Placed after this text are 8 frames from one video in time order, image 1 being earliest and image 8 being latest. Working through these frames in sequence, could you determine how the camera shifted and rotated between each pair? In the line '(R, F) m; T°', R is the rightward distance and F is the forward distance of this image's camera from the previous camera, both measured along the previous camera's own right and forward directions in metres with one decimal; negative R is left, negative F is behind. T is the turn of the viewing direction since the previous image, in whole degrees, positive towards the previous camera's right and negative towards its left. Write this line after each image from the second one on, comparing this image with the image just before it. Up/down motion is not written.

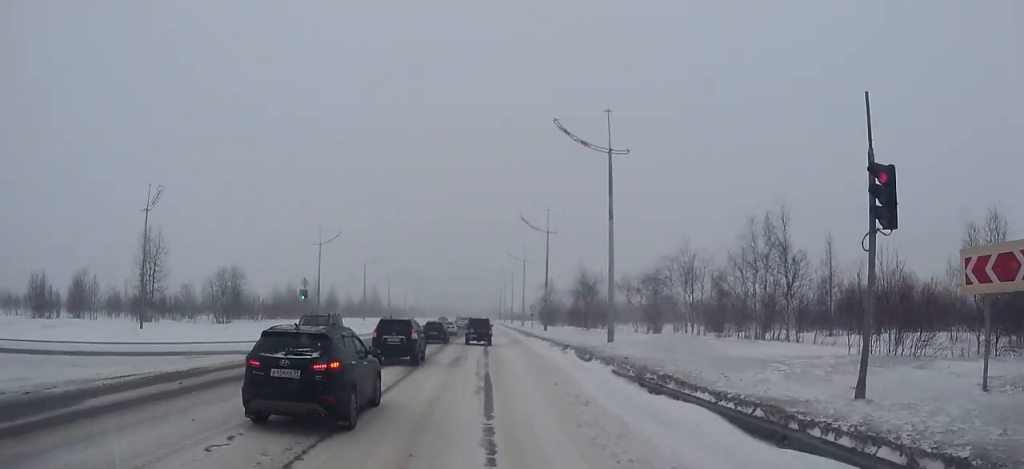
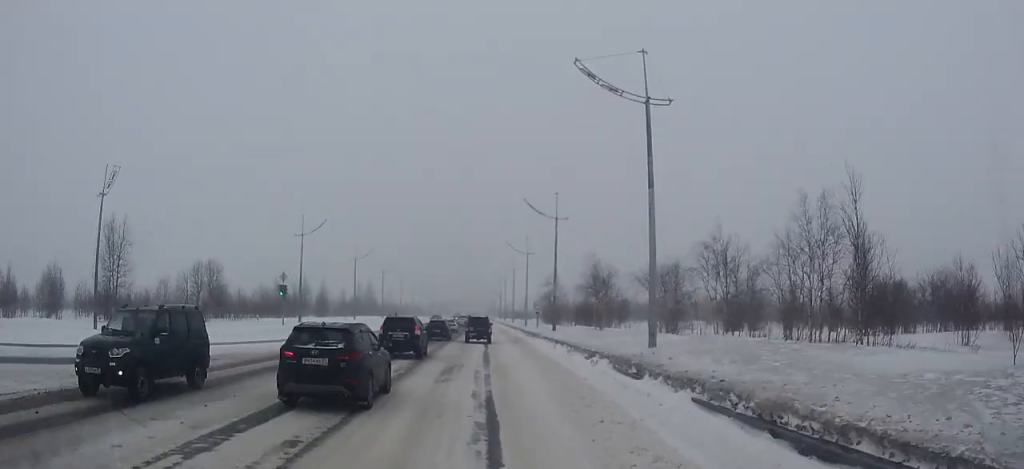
(0.0, +6.3) m; 0°
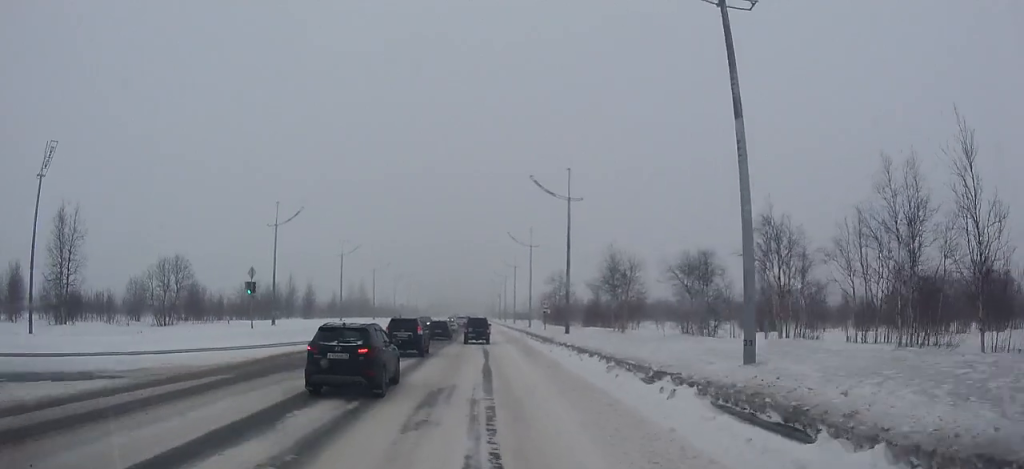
(0.0, +7.2) m; 0°
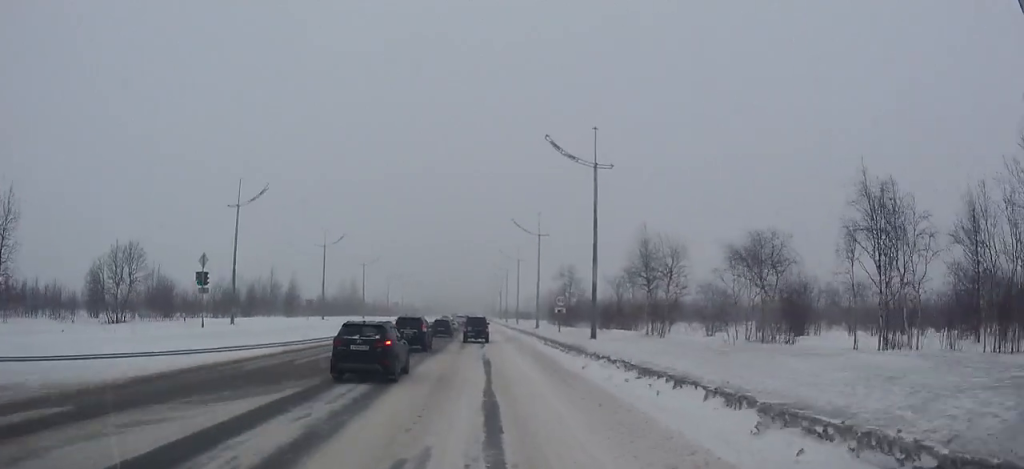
(0.0, +8.7) m; 0°
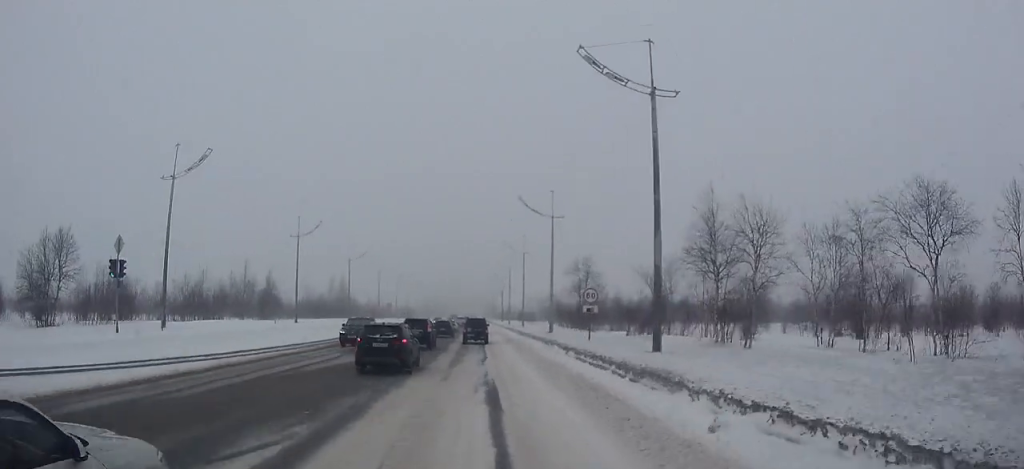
(0.0, +10.2) m; 0°
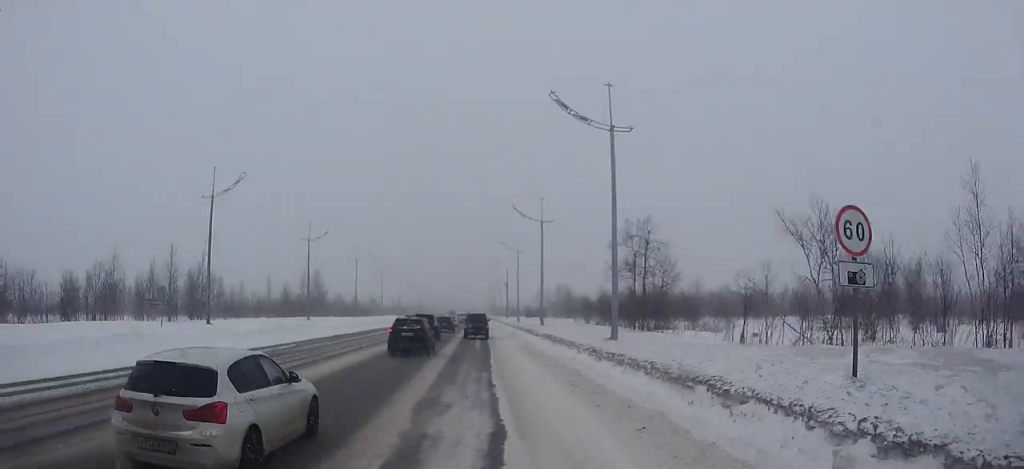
(0.0, +20.0) m; 0°
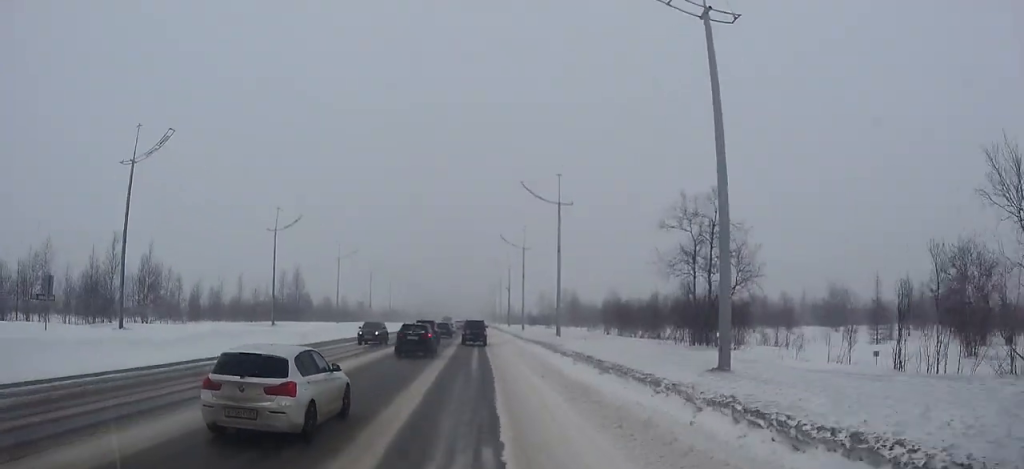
(0.0, +10.6) m; 0°
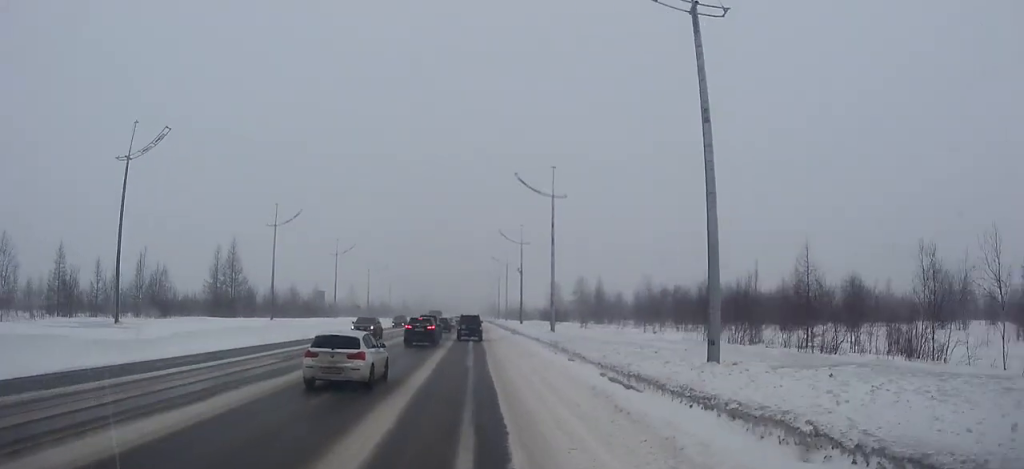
(+0.1, +24.4) m; 0°
